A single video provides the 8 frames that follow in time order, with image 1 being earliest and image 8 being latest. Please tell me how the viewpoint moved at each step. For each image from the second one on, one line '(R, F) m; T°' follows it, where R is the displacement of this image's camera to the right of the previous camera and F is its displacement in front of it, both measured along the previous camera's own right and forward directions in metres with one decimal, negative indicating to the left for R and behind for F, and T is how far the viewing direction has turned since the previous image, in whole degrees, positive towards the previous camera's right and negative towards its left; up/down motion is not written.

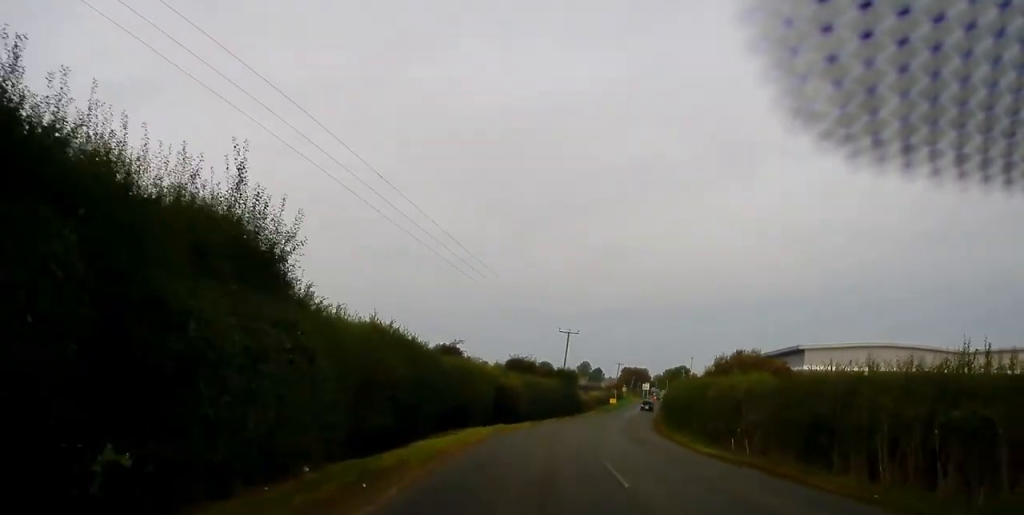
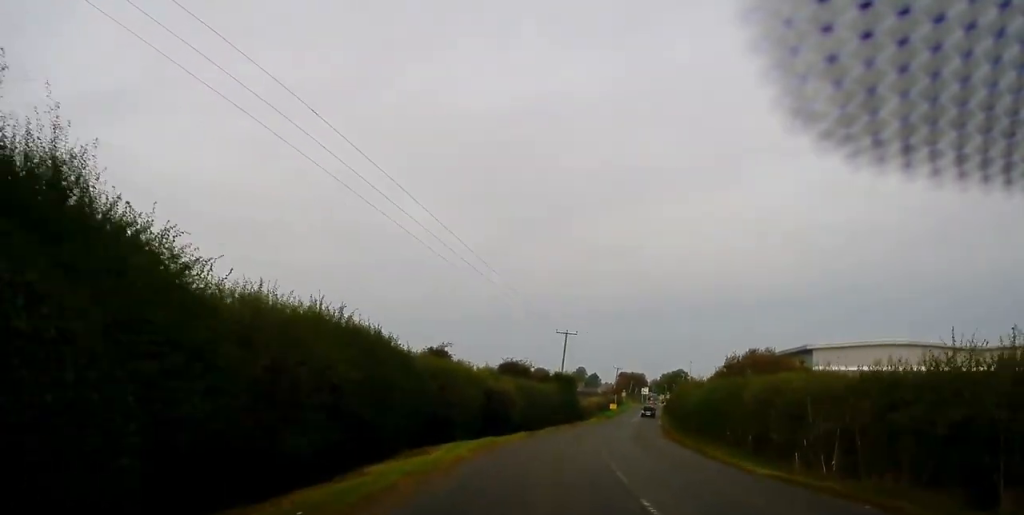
(-0.2, +6.5) m; 0°
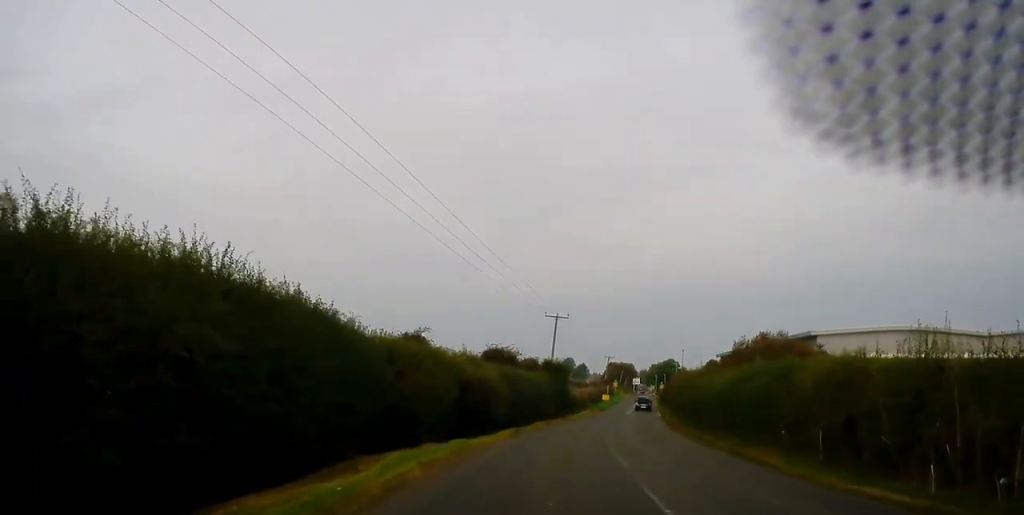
(+0.3, +7.3) m; +2°
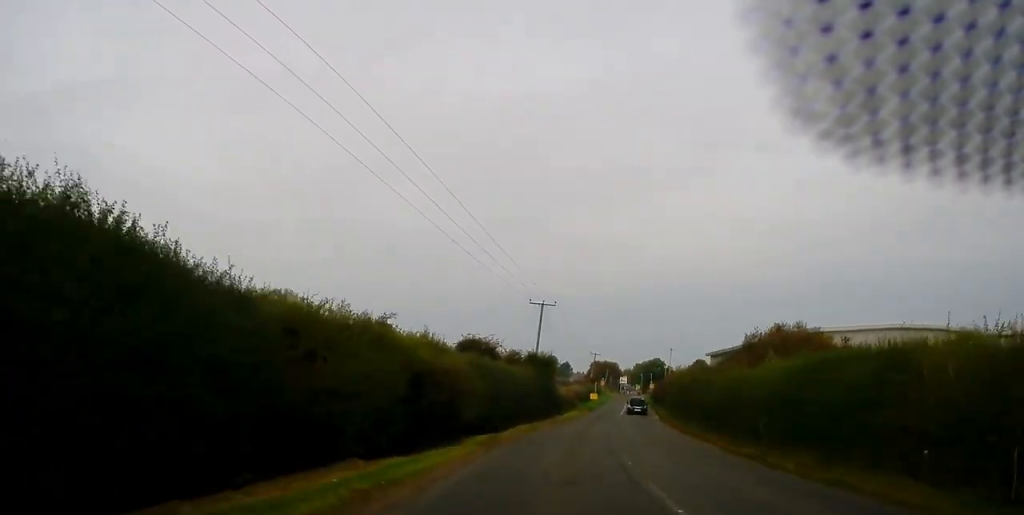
(+0.1, +8.5) m; +2°
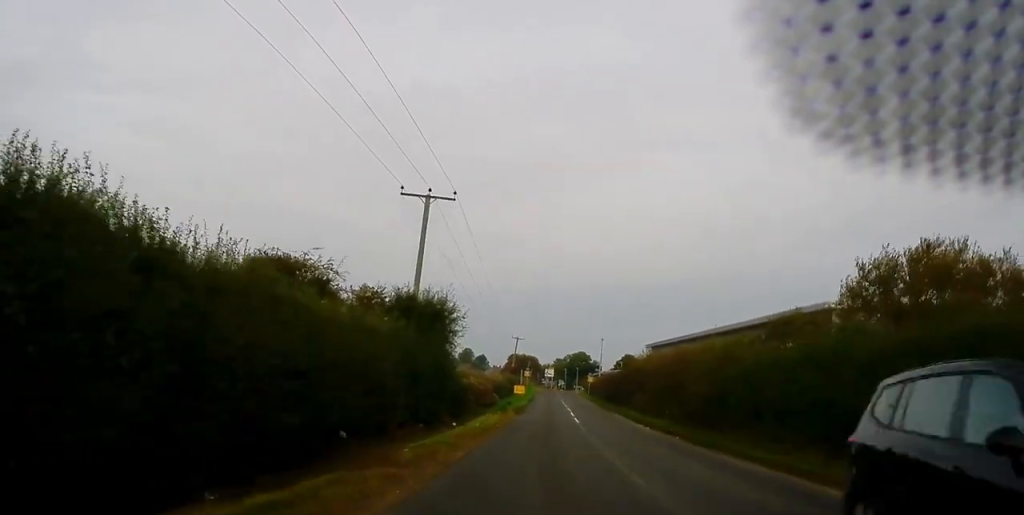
(+1.4, +32.9) m; +4°
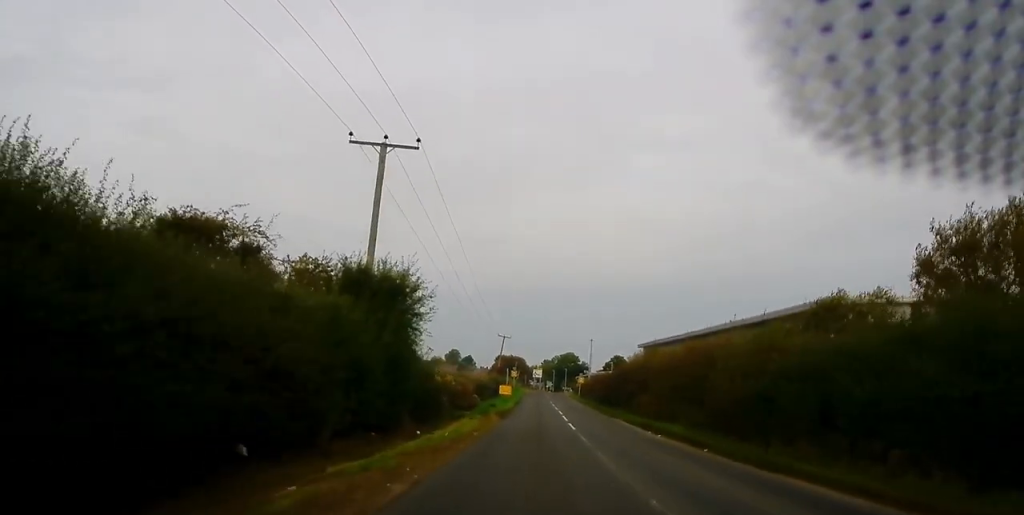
(+0.1, +6.8) m; +1°
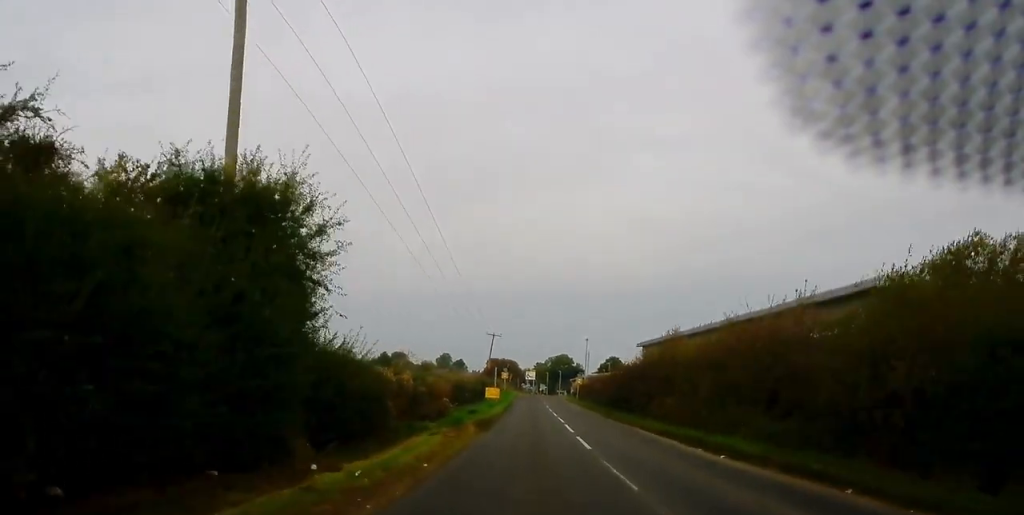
(+0.2, +10.8) m; +1°
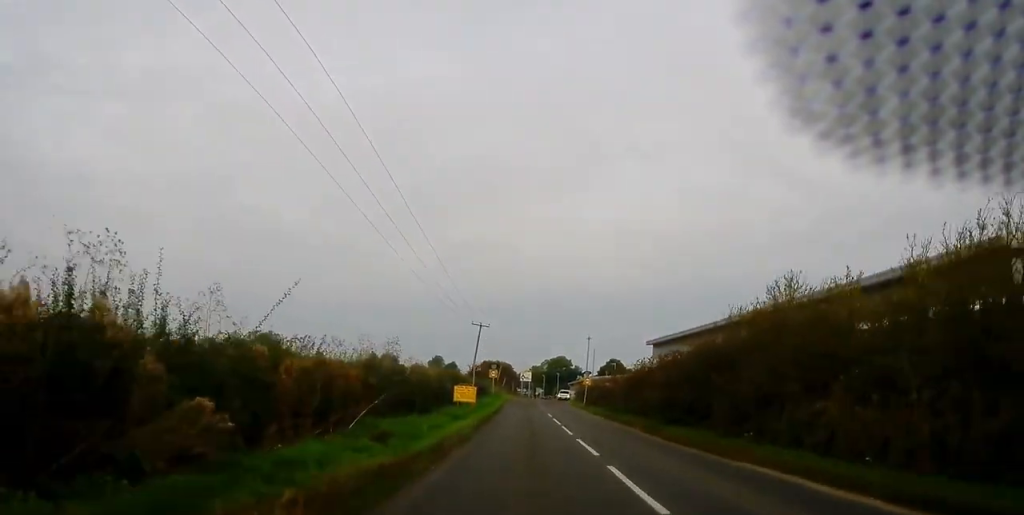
(+0.2, +20.6) m; -1°
